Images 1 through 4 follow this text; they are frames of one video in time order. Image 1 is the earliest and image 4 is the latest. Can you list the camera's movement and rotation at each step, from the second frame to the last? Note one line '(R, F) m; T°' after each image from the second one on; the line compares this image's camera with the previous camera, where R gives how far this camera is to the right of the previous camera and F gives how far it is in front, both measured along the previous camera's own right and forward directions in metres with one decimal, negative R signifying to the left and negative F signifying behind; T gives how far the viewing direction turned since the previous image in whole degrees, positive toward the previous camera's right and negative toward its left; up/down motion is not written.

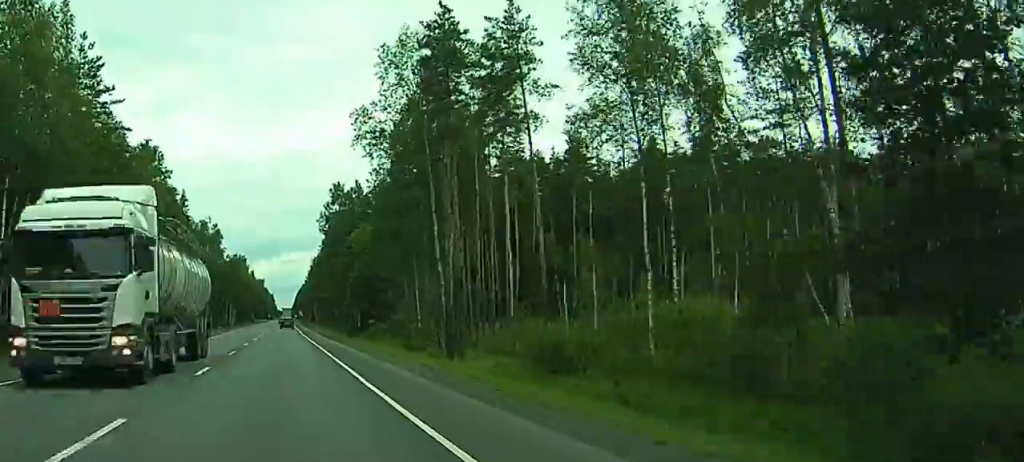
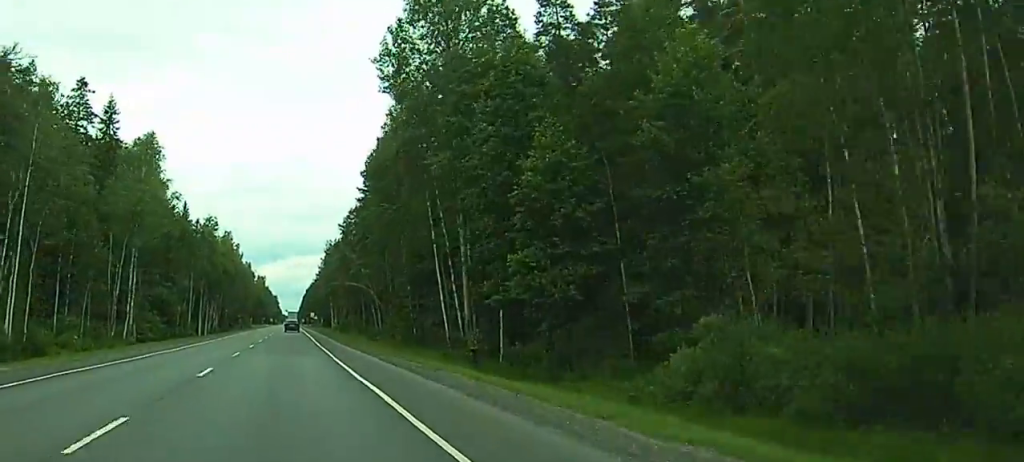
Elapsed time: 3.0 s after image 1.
(+0.8, +83.7) m; +1°
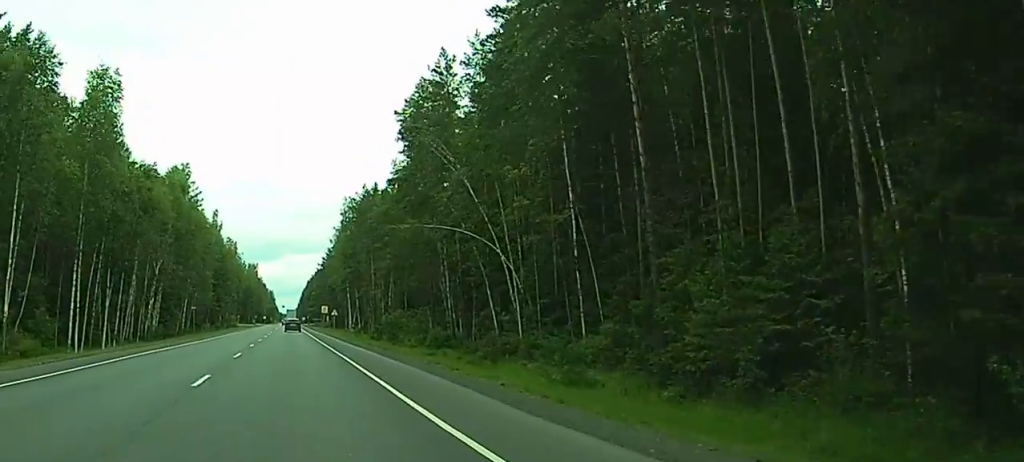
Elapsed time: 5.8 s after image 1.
(-0.5, +76.2) m; -1°
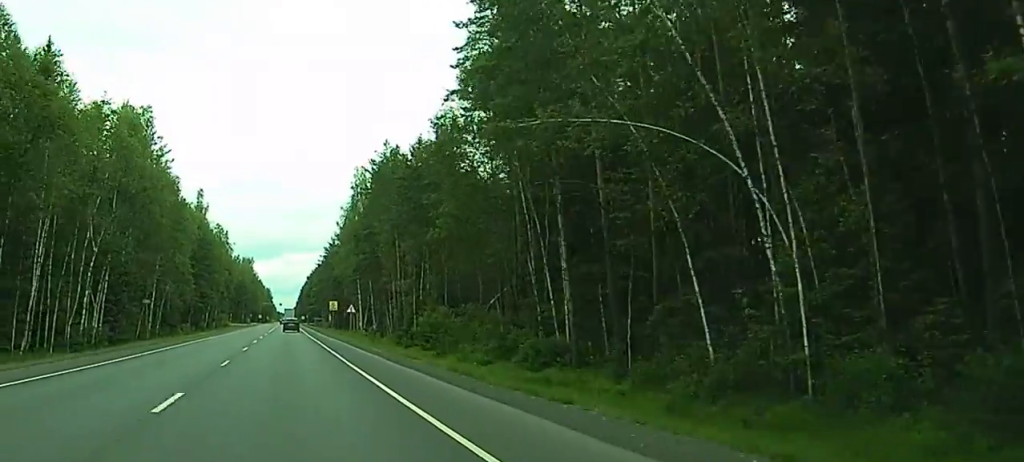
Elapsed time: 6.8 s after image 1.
(0.0, +28.3) m; 0°
